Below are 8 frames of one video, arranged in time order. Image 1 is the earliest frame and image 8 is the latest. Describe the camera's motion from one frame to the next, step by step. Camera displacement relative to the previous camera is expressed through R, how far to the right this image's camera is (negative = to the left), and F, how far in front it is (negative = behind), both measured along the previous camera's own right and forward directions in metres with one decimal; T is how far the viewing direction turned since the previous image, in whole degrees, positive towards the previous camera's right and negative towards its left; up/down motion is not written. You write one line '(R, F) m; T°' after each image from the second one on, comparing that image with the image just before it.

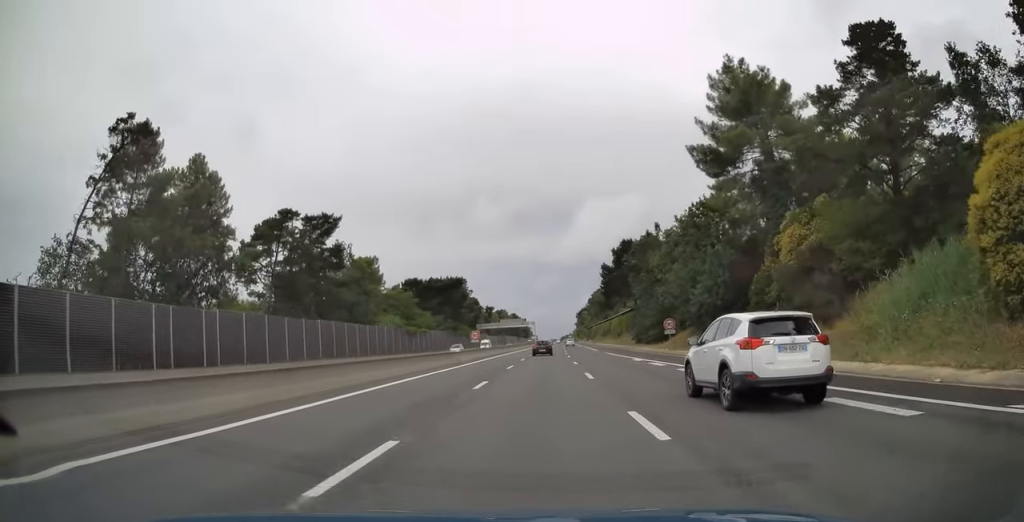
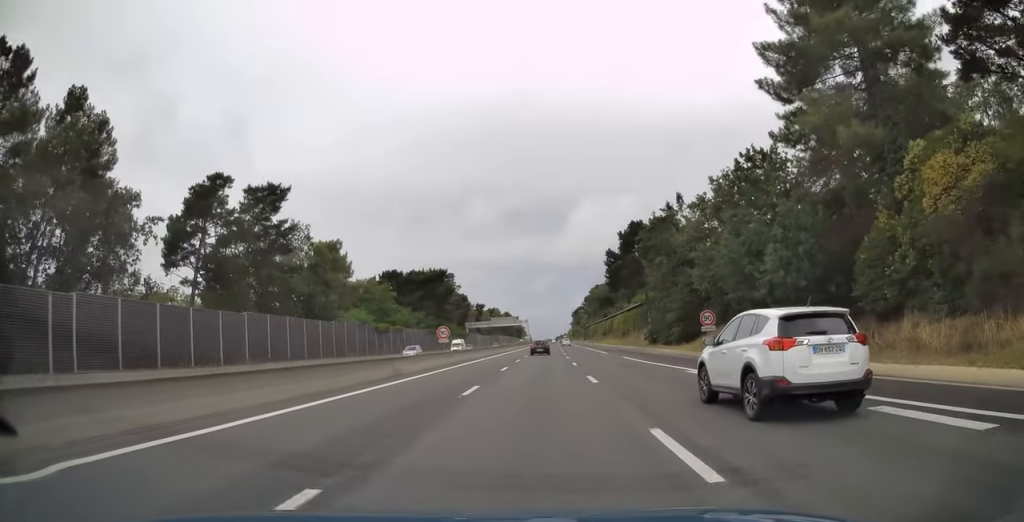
(+0.1, +15.1) m; 0°
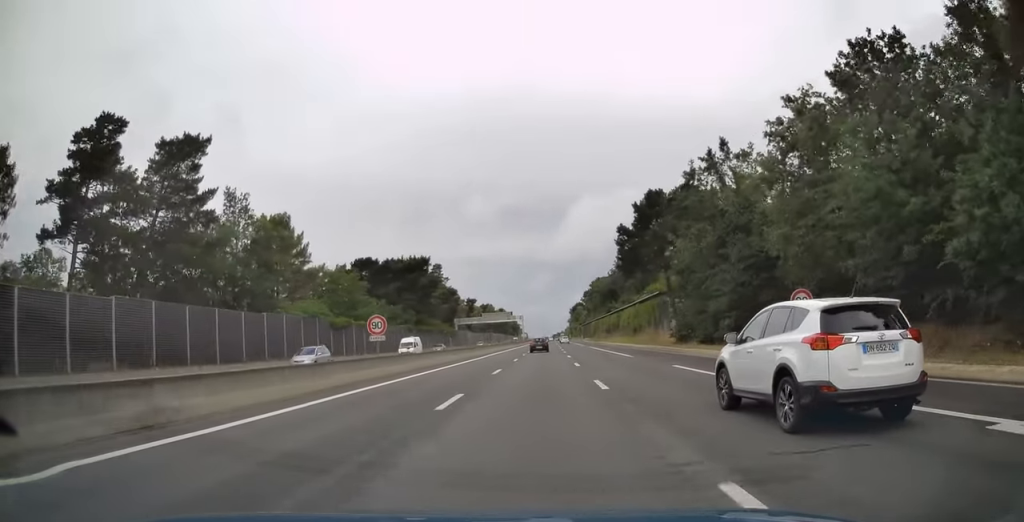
(+0.1, +16.4) m; 0°
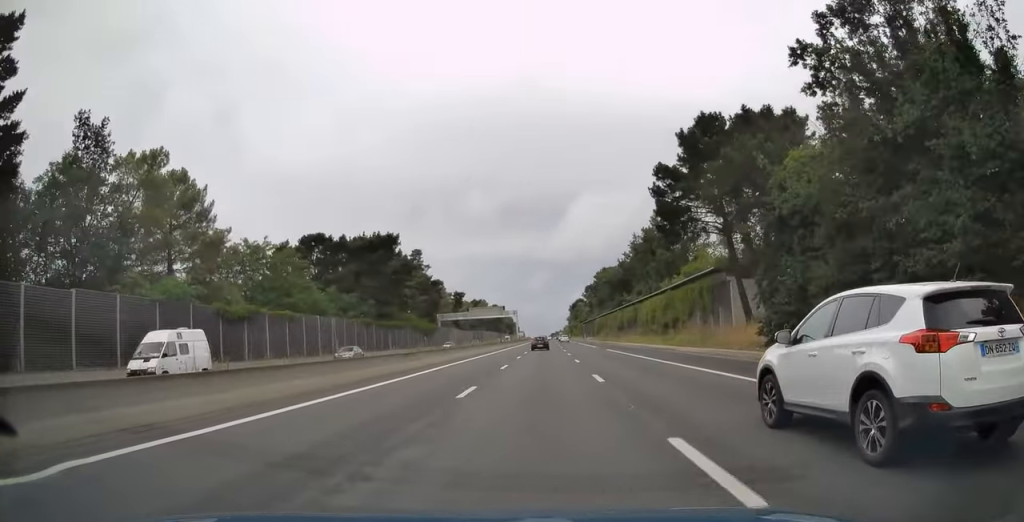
(0.0, +23.5) m; +1°
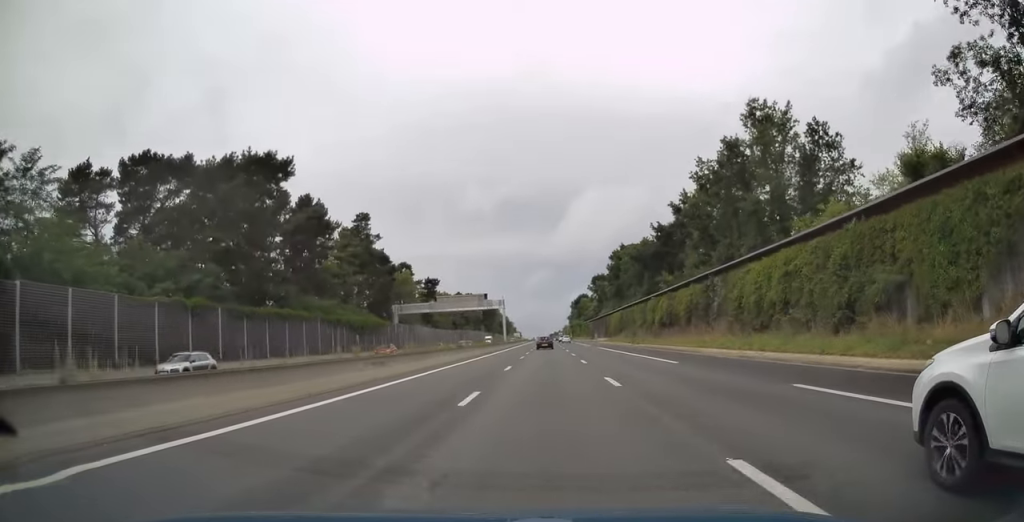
(+0.2, +40.5) m; 0°
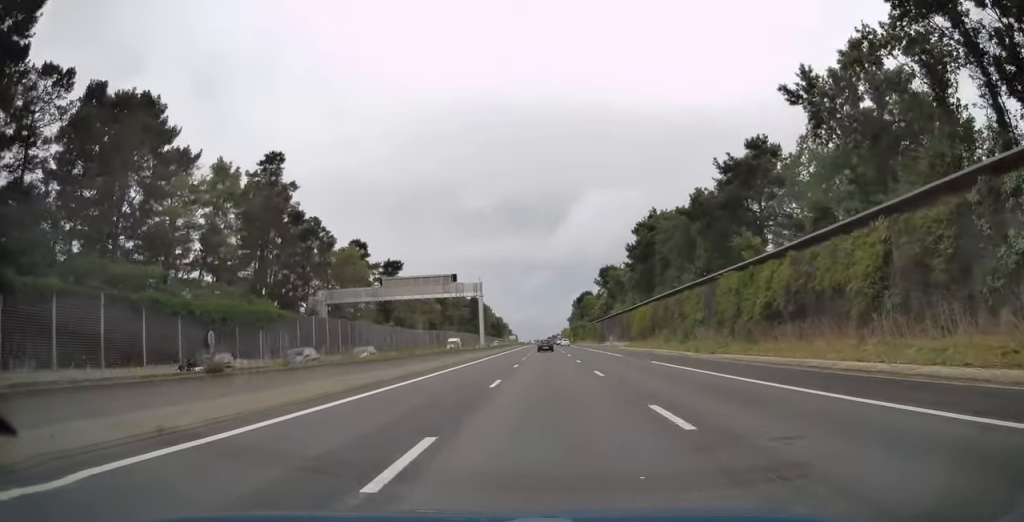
(+0.1, +33.3) m; 0°
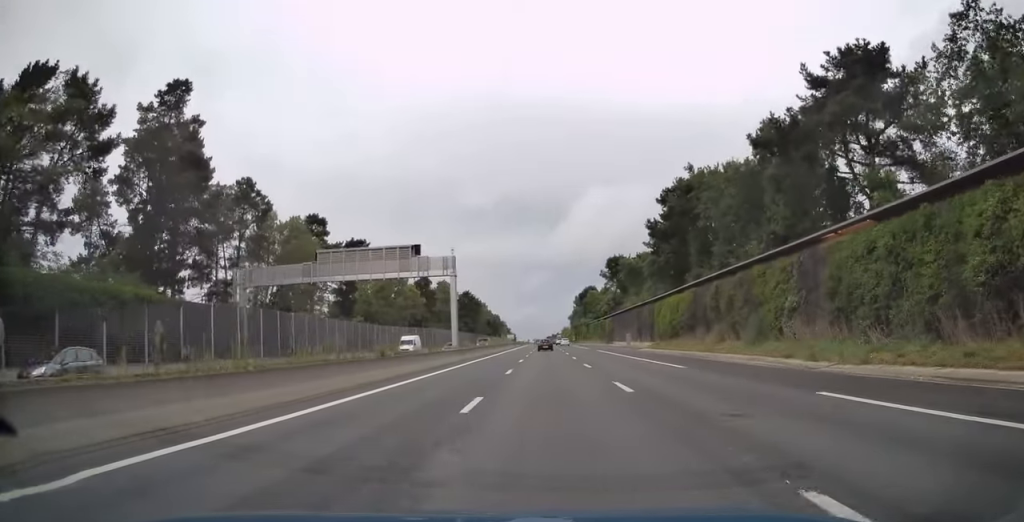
(-0.1, +19.8) m; 0°
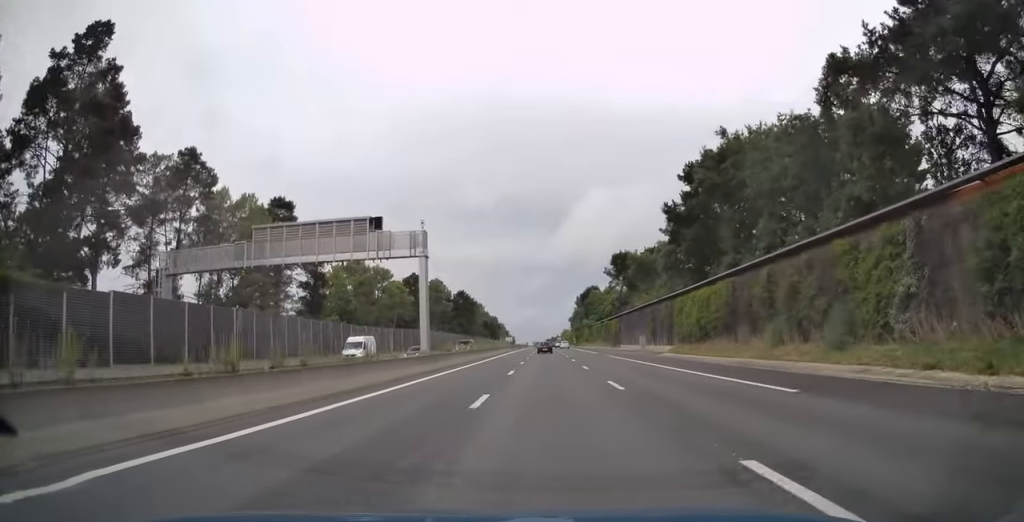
(0.0, +11.4) m; 0°
